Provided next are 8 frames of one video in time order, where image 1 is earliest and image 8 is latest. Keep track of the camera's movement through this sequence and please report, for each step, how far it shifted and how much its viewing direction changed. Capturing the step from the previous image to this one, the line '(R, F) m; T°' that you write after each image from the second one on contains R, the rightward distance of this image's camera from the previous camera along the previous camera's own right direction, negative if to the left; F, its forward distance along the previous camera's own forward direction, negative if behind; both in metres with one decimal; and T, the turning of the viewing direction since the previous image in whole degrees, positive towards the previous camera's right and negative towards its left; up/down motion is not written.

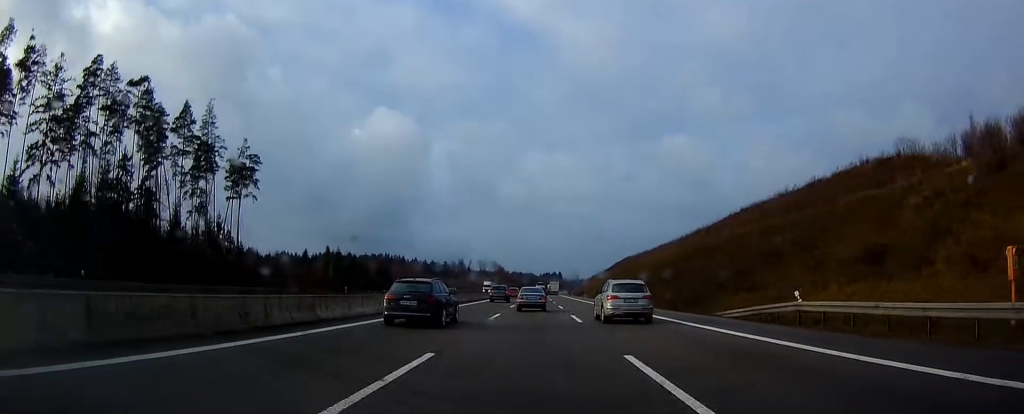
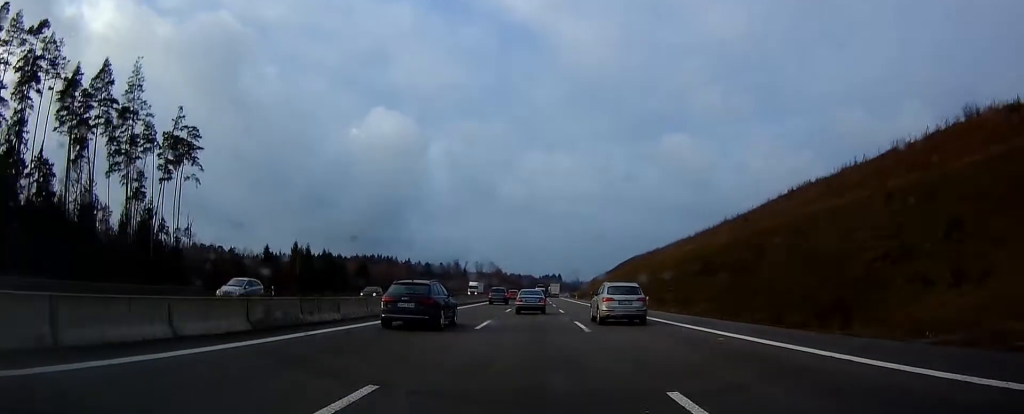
(0.0, +21.7) m; +1°
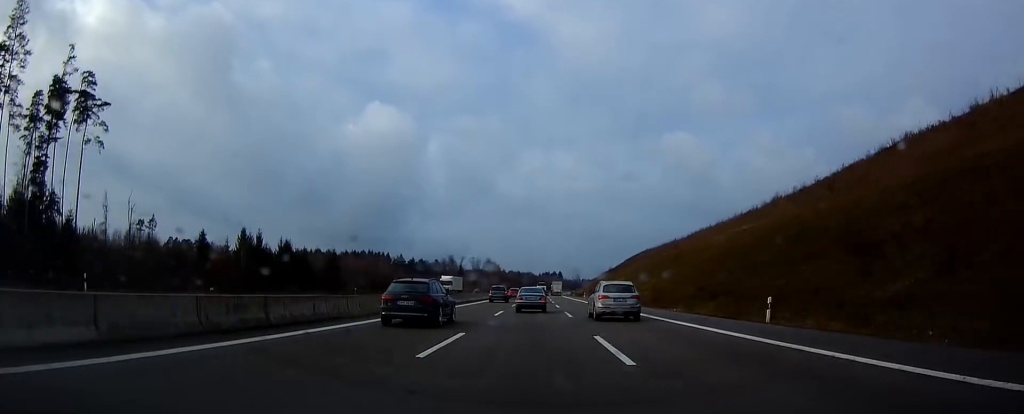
(+0.4, +27.2) m; +1°
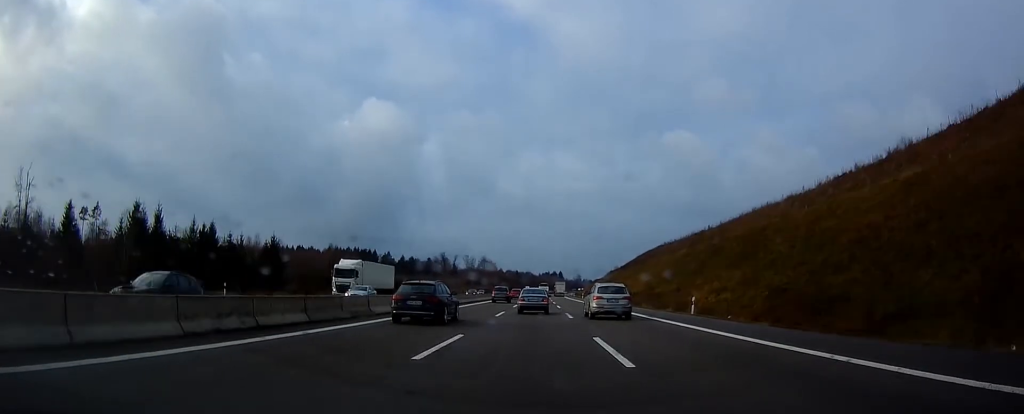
(-0.4, +35.8) m; -1°
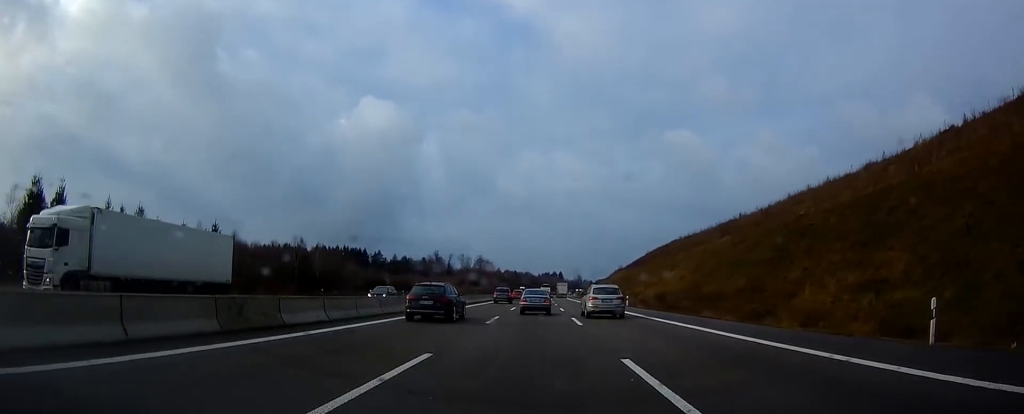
(0.0, +23.3) m; 0°
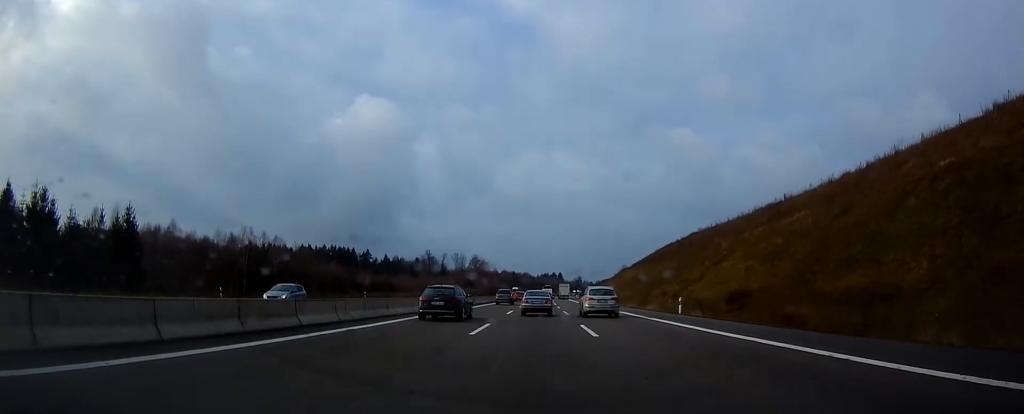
(+0.2, +23.3) m; 0°
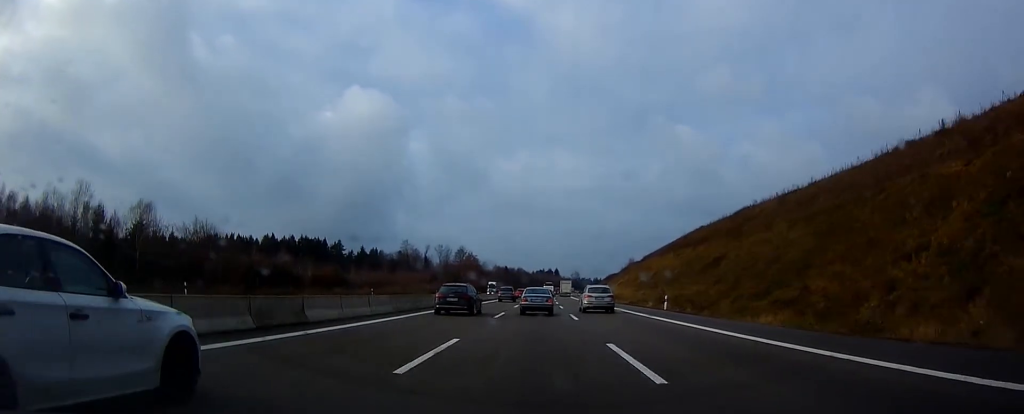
(-0.6, +44.7) m; +1°
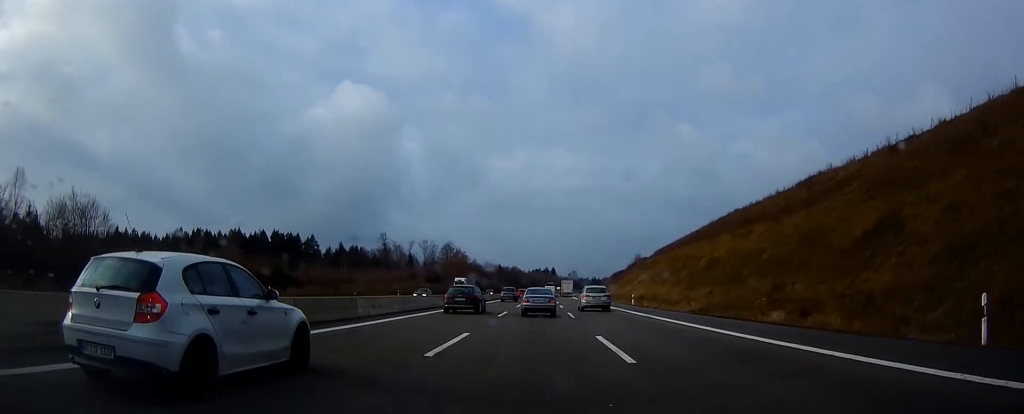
(+1.0, +33.7) m; +1°
